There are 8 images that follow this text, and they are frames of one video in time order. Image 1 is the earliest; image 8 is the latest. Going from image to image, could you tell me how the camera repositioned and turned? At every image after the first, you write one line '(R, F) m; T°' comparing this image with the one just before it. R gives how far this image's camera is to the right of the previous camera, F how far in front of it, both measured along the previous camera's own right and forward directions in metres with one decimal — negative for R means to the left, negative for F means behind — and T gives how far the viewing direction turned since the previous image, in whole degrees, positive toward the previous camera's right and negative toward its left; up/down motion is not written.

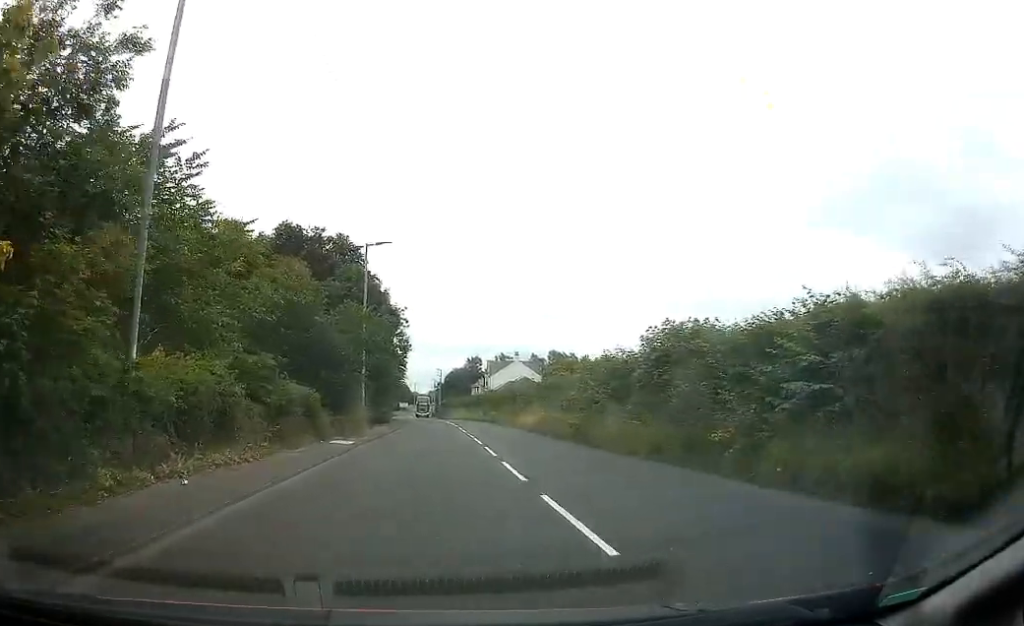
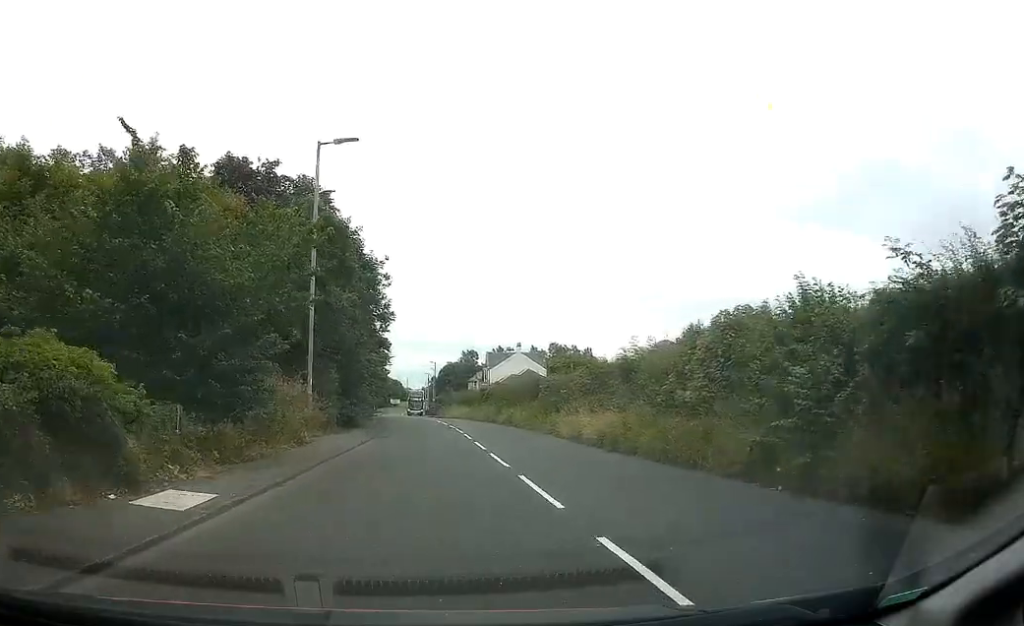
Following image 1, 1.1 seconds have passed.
(+0.1, +15.2) m; 0°
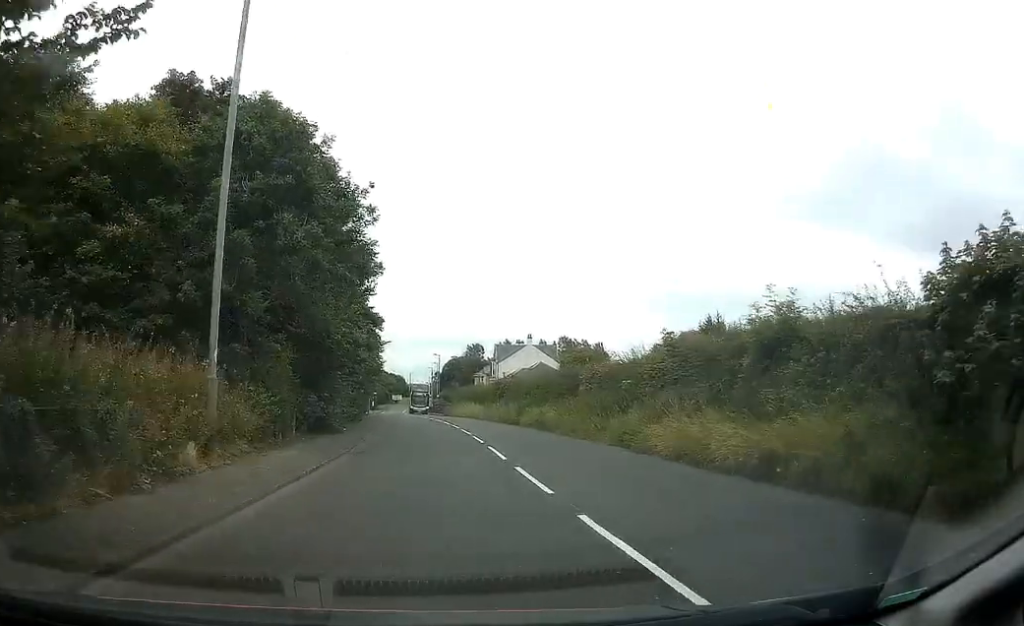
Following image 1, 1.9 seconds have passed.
(0.0, +10.7) m; 0°
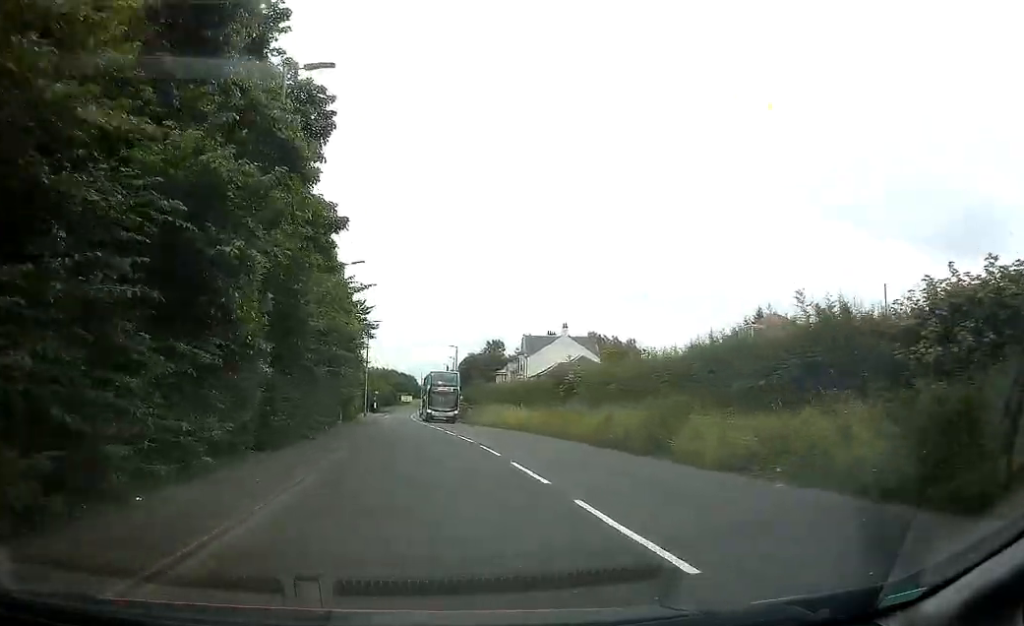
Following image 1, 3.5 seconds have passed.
(-0.1, +22.3) m; -2°
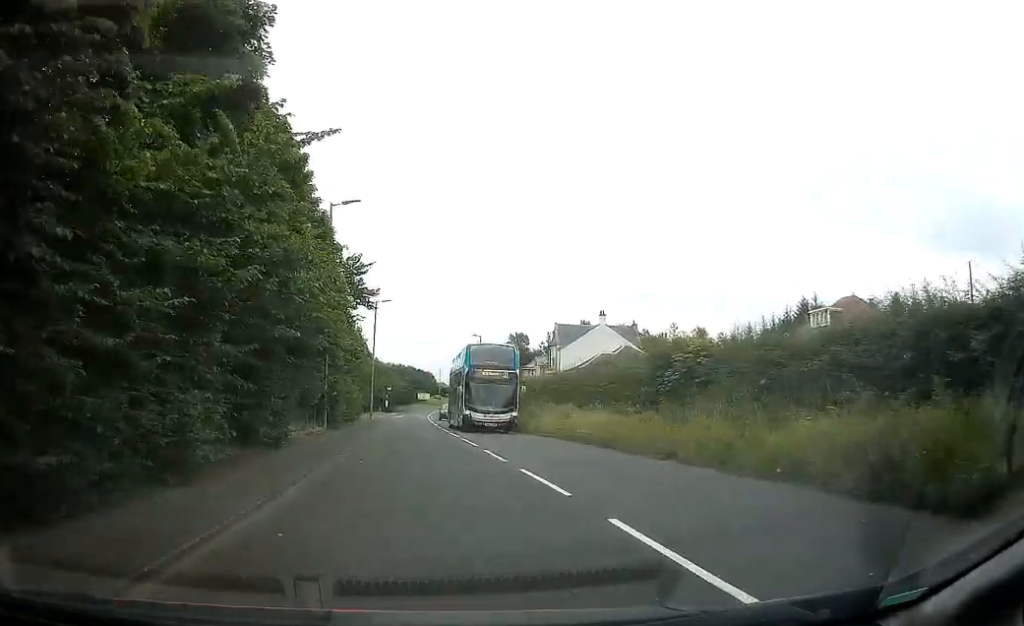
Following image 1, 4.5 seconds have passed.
(-0.4, +13.4) m; -2°
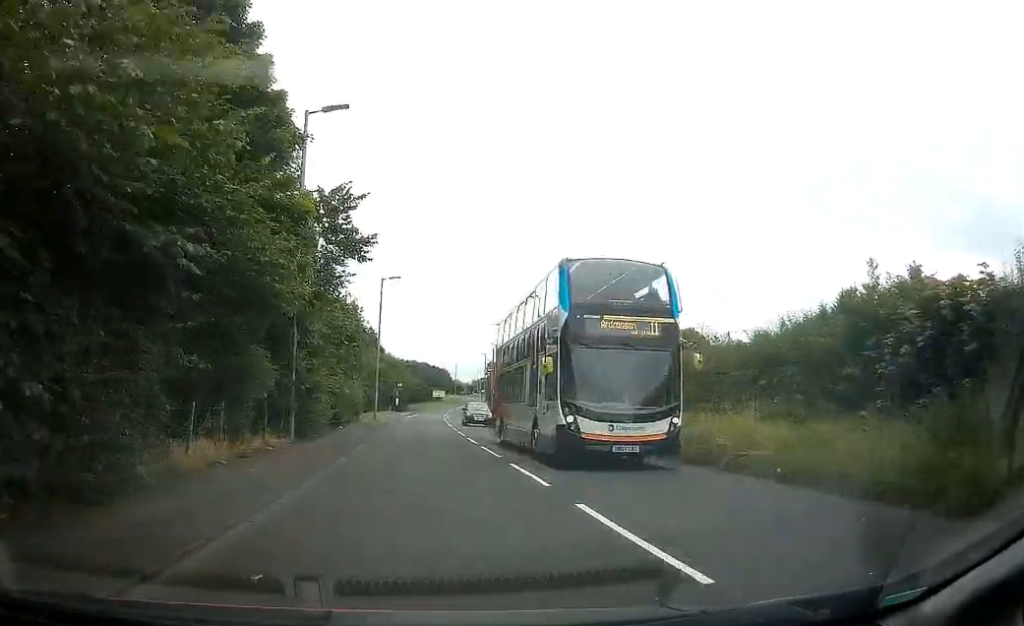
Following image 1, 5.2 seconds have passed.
(-0.1, +10.1) m; 0°
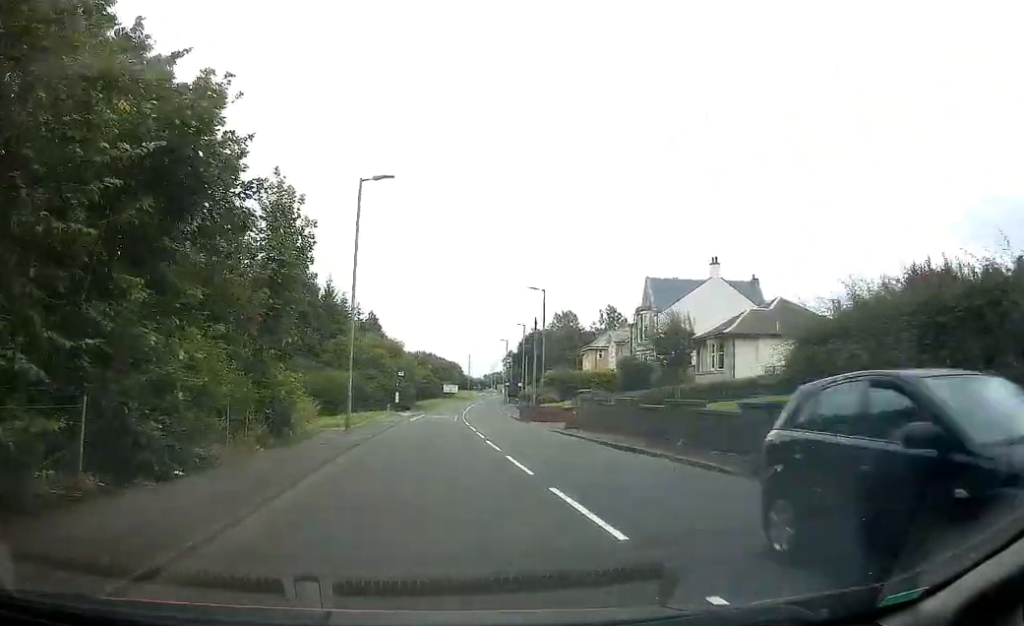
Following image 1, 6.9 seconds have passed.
(0.0, +22.5) m; +1°
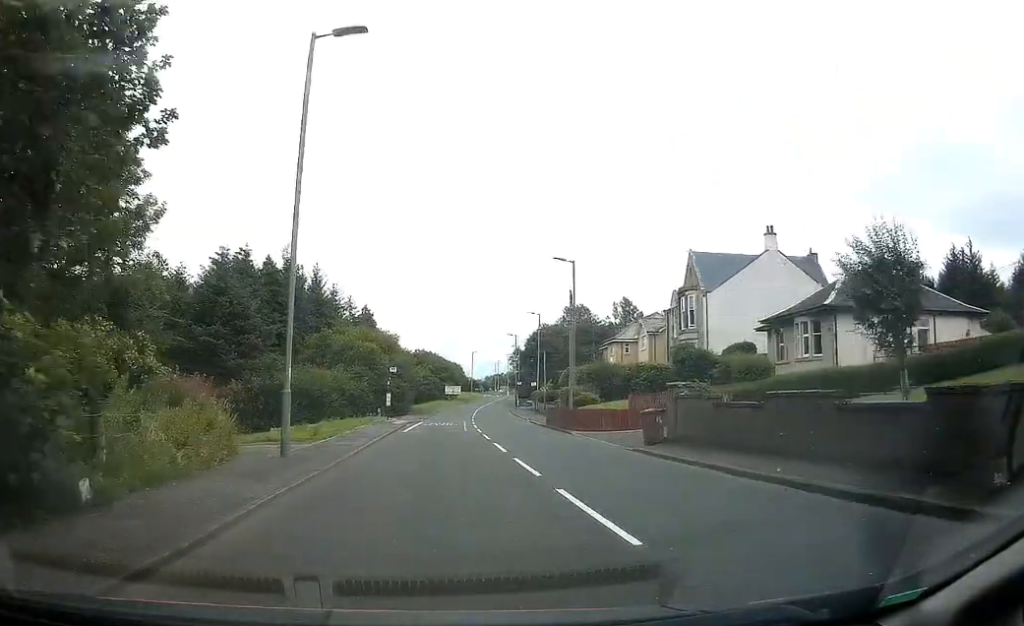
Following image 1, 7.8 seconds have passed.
(0.0, +11.9) m; +1°
